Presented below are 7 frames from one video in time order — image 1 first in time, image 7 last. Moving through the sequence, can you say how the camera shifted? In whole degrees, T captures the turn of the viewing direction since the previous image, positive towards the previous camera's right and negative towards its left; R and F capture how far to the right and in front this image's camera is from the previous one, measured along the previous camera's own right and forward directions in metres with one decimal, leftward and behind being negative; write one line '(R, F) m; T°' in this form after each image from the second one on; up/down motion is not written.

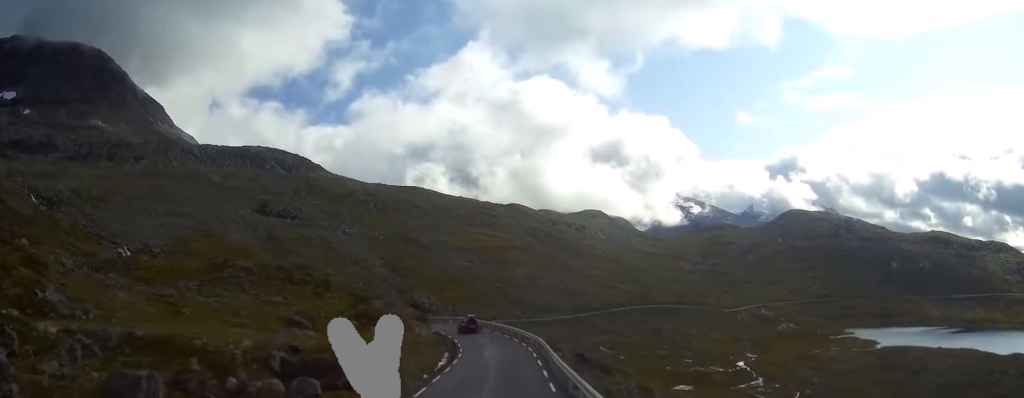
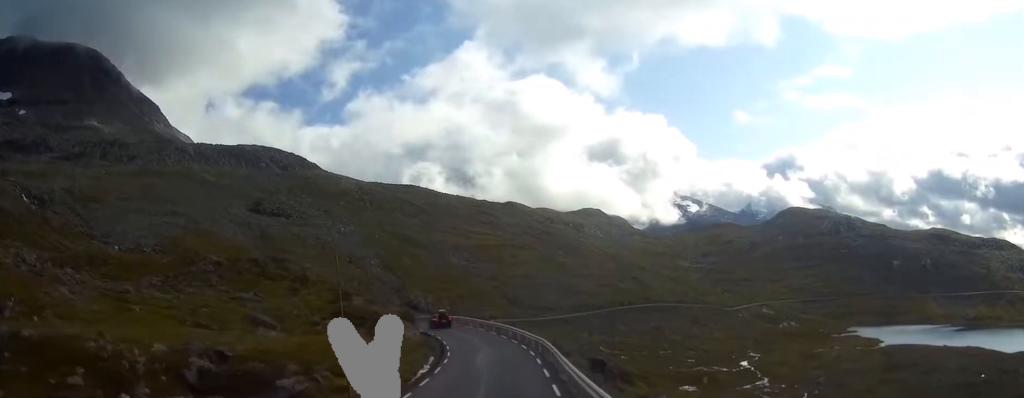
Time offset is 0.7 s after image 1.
(0.0, +9.0) m; 0°
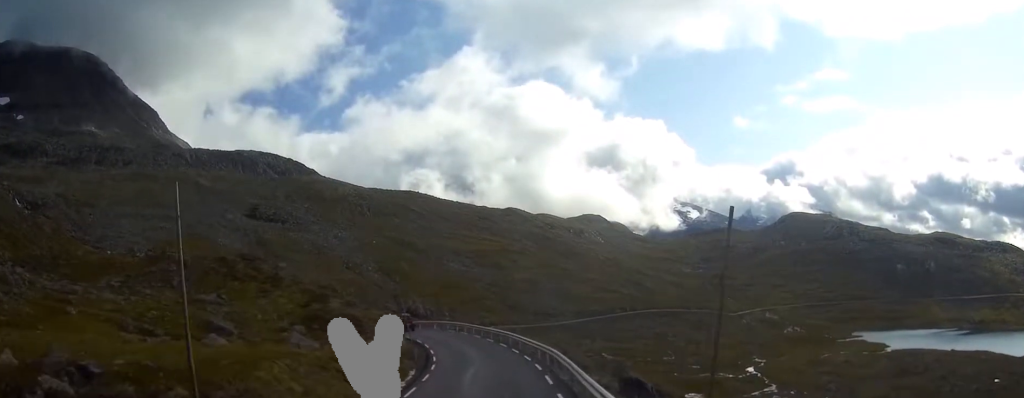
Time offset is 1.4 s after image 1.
(0.0, +9.4) m; 0°
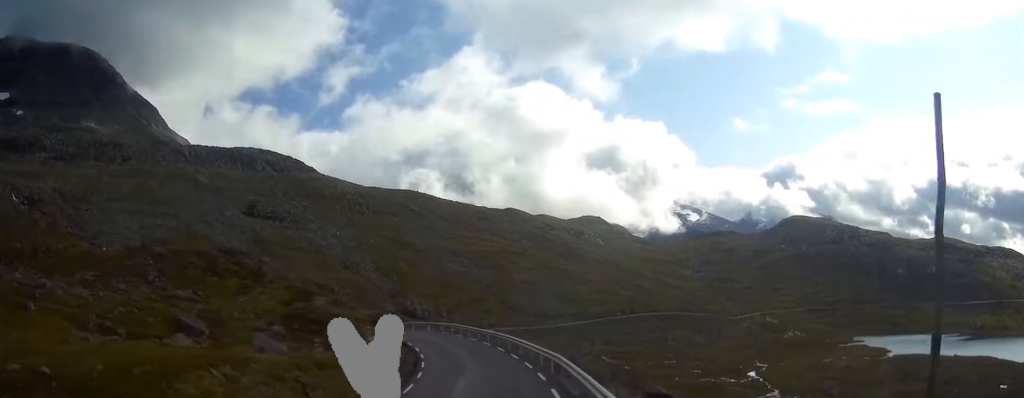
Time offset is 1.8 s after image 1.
(0.0, +4.9) m; 0°
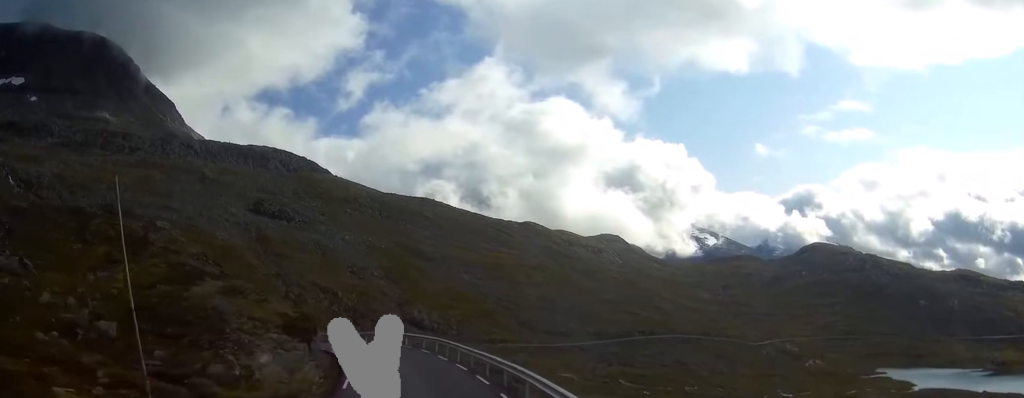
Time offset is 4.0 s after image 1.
(-0.4, +24.5) m; -2°
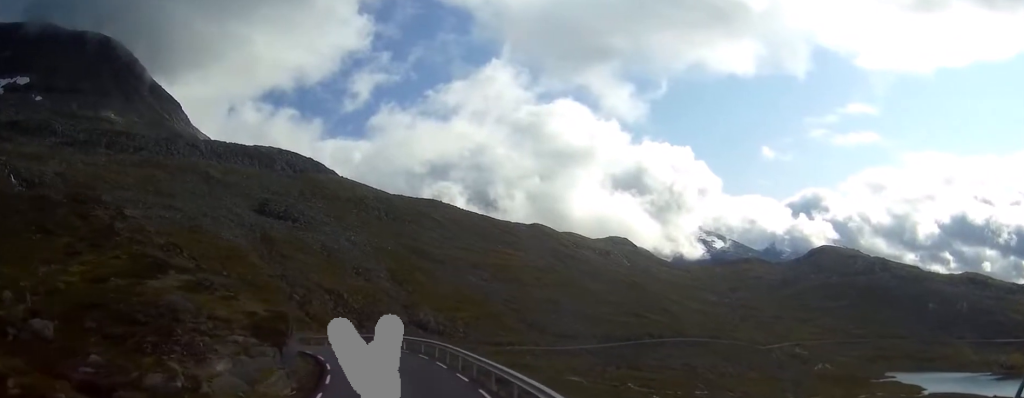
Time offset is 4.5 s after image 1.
(0.0, +5.3) m; -1°
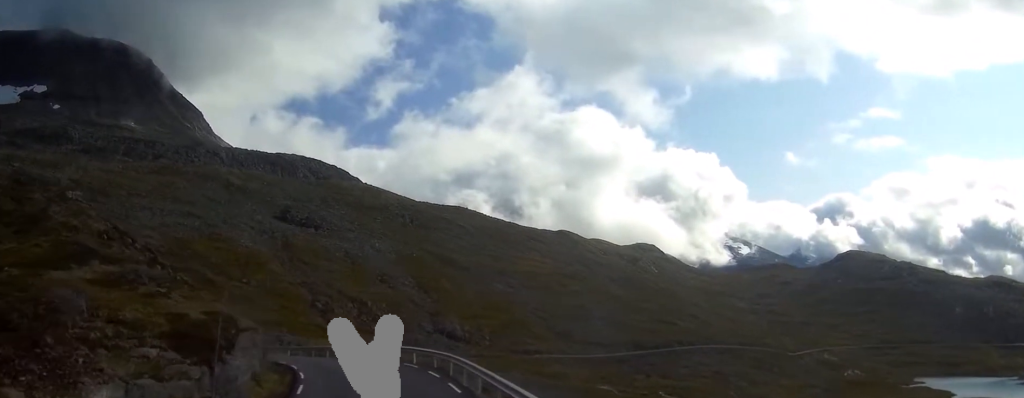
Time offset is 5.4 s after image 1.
(-0.1, +9.0) m; -2°
